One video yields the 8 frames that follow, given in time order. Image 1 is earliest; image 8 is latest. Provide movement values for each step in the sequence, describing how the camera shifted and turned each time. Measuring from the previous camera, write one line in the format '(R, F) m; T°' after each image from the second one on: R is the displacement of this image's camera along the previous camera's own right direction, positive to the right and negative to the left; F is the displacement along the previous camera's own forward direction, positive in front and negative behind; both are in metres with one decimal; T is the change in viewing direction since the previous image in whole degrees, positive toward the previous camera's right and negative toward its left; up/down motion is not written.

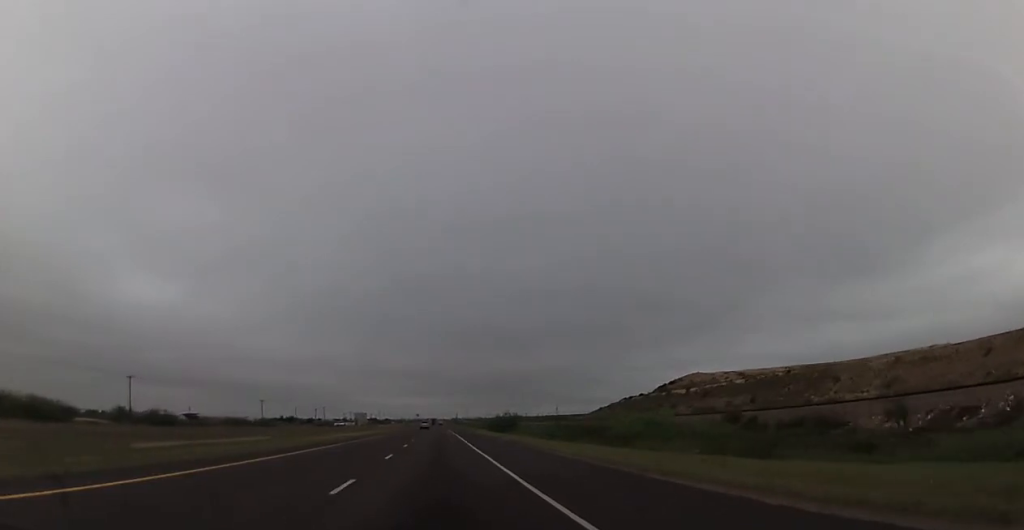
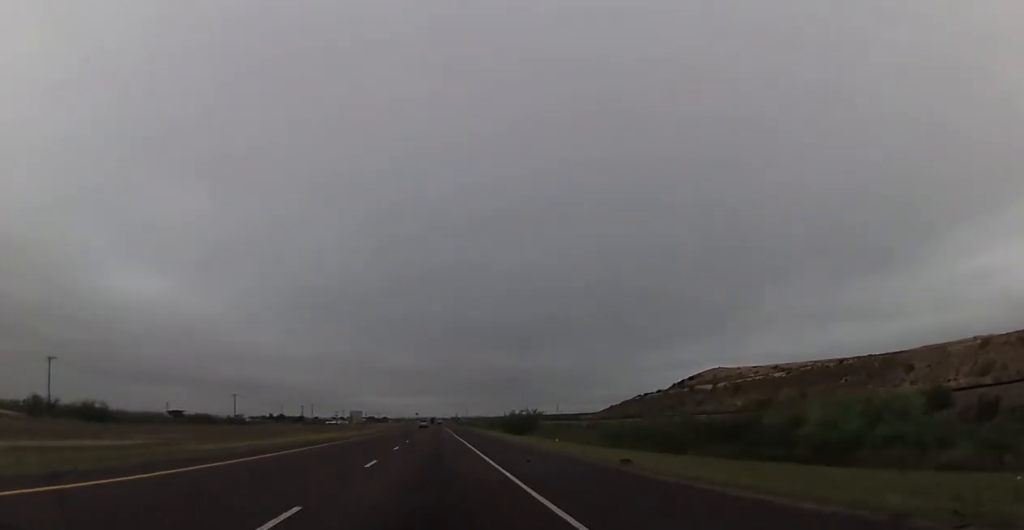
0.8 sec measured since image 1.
(-0.1, +29.6) m; 0°
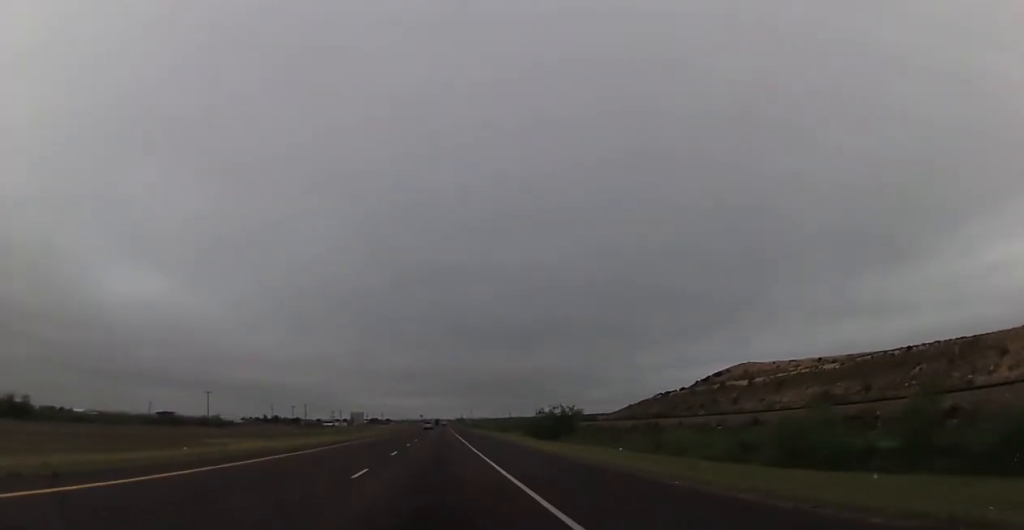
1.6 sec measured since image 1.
(-0.1, +27.2) m; 0°
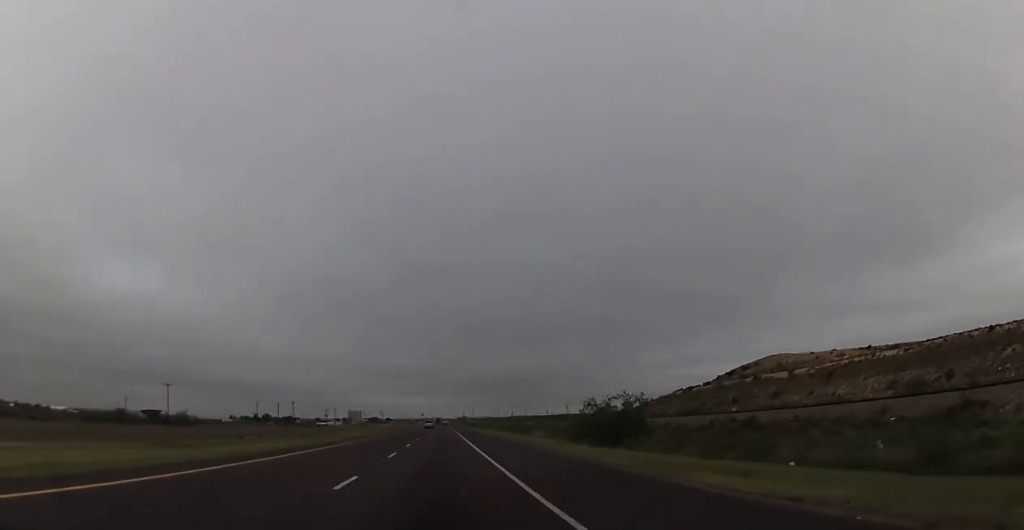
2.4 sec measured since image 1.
(+0.3, +27.2) m; 0°
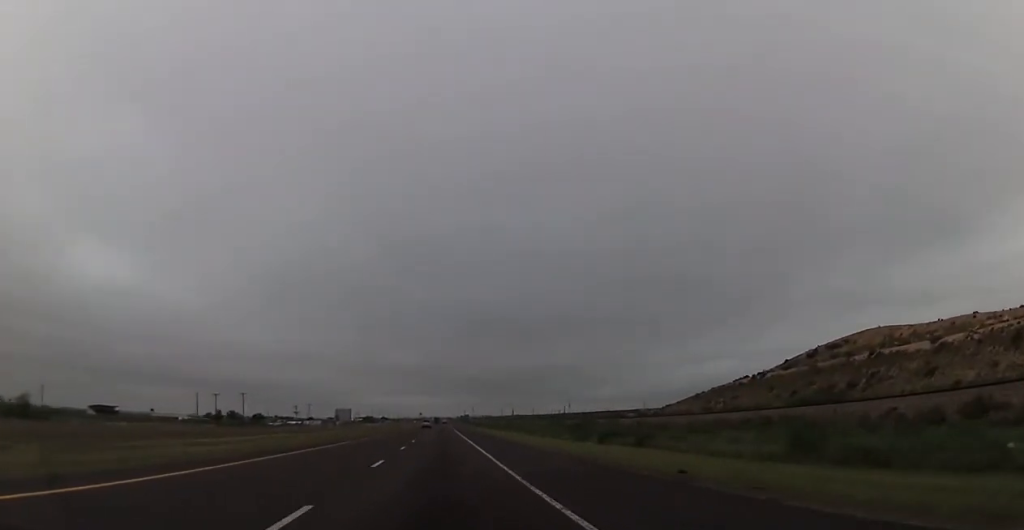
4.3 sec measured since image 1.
(-0.9, +67.6) m; 0°
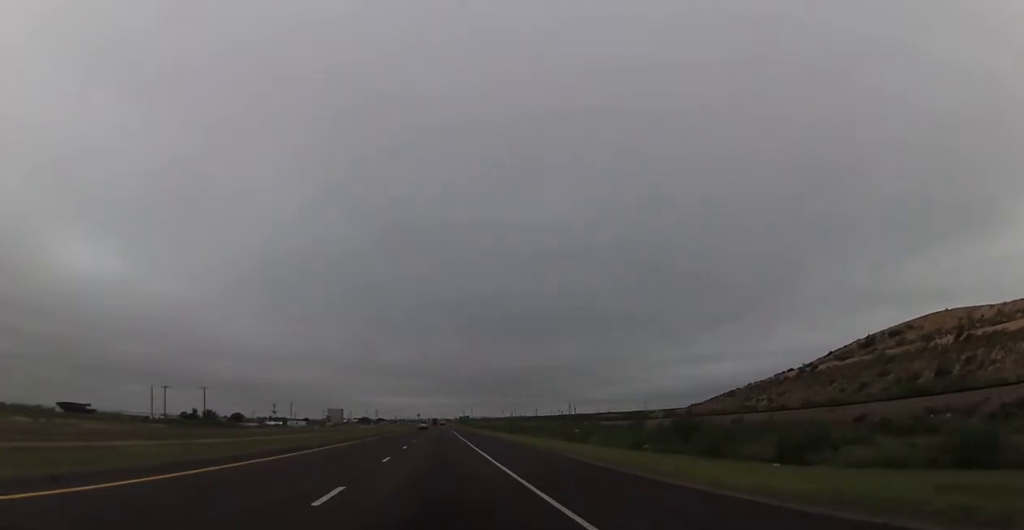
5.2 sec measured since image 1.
(+0.4, +33.2) m; 0°
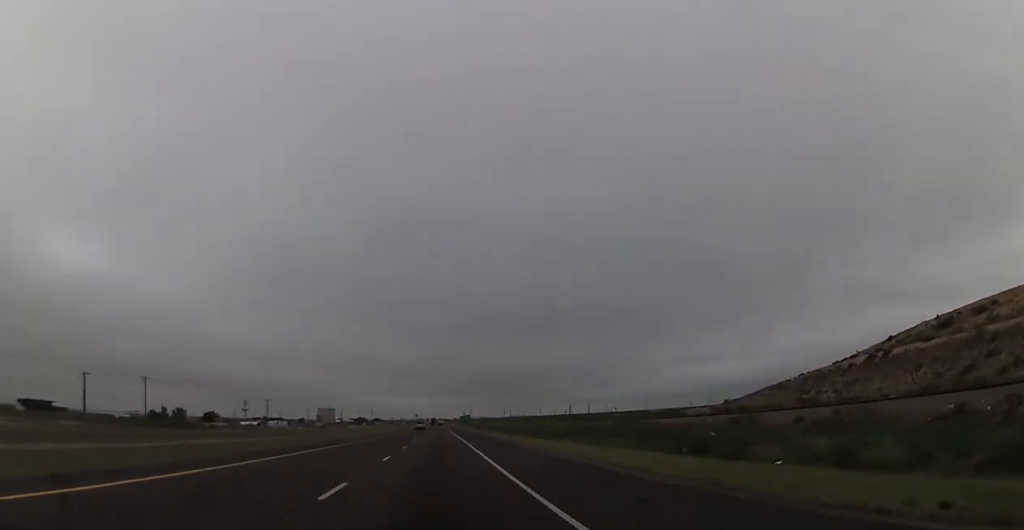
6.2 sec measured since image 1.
(-0.4, +35.6) m; -1°
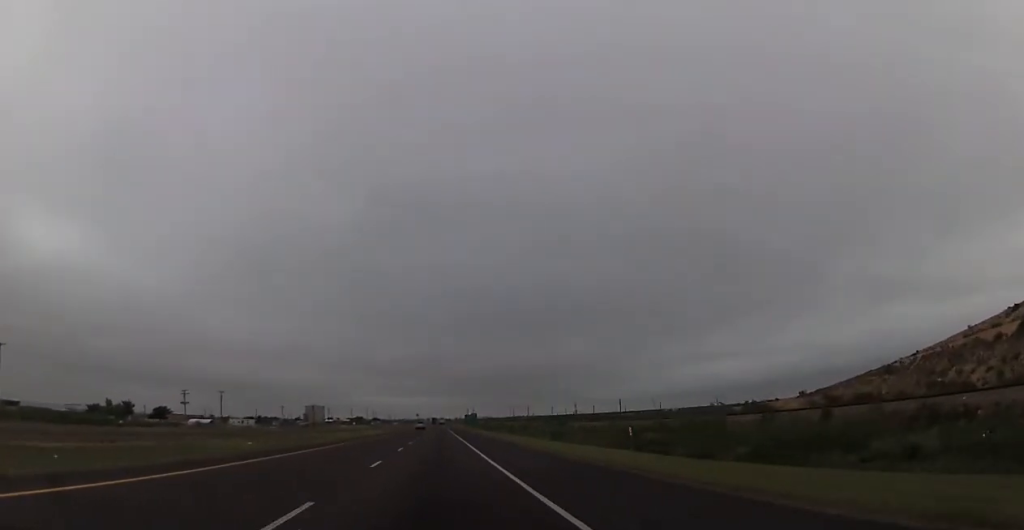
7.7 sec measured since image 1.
(+0.2, +52.2) m; +1°
